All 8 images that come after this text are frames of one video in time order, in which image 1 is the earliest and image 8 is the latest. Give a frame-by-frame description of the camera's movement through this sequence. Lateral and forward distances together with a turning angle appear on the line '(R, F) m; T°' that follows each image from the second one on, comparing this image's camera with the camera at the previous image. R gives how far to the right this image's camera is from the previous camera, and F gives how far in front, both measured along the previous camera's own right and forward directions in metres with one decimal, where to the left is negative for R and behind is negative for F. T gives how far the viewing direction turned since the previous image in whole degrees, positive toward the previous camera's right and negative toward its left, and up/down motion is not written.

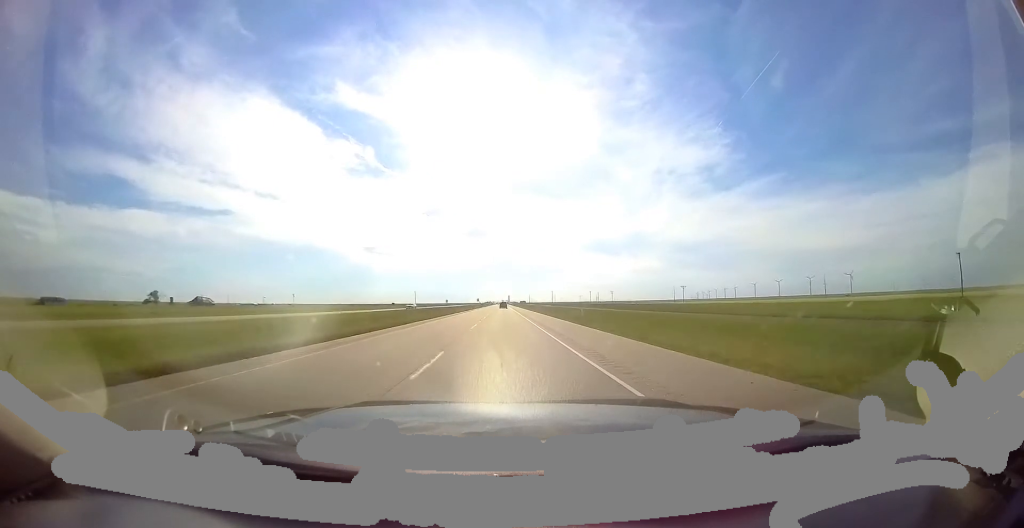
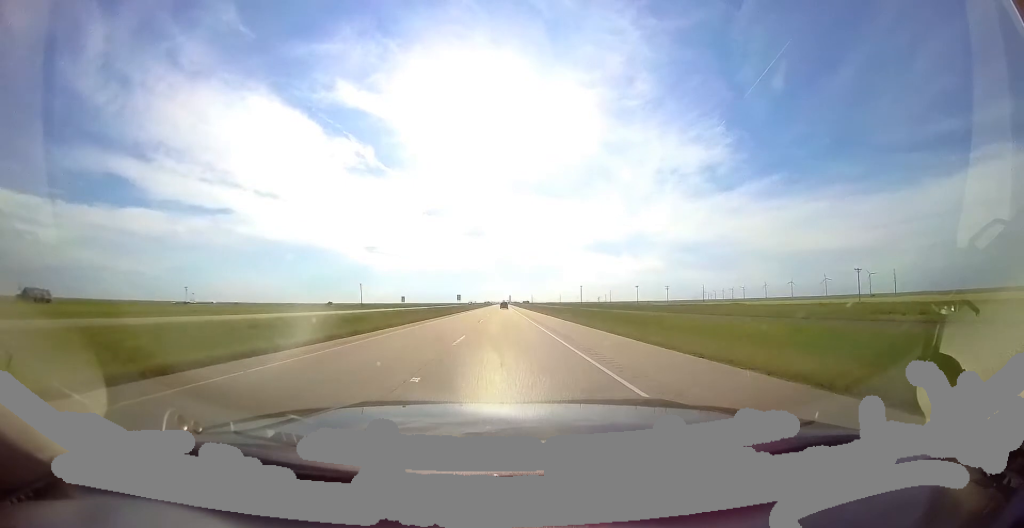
(-0.8, +93.0) m; -1°
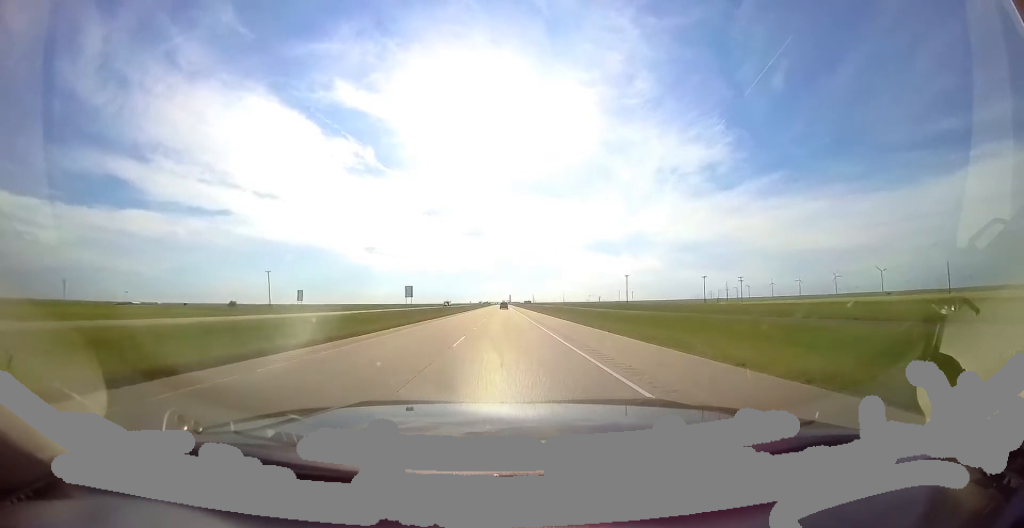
(0.0, +61.3) m; 0°
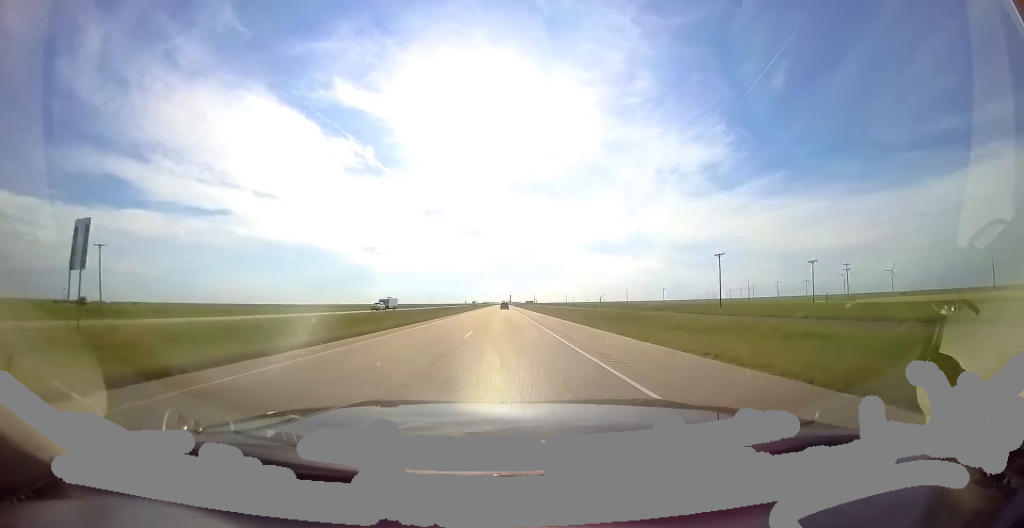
(0.0, +46.6) m; 0°
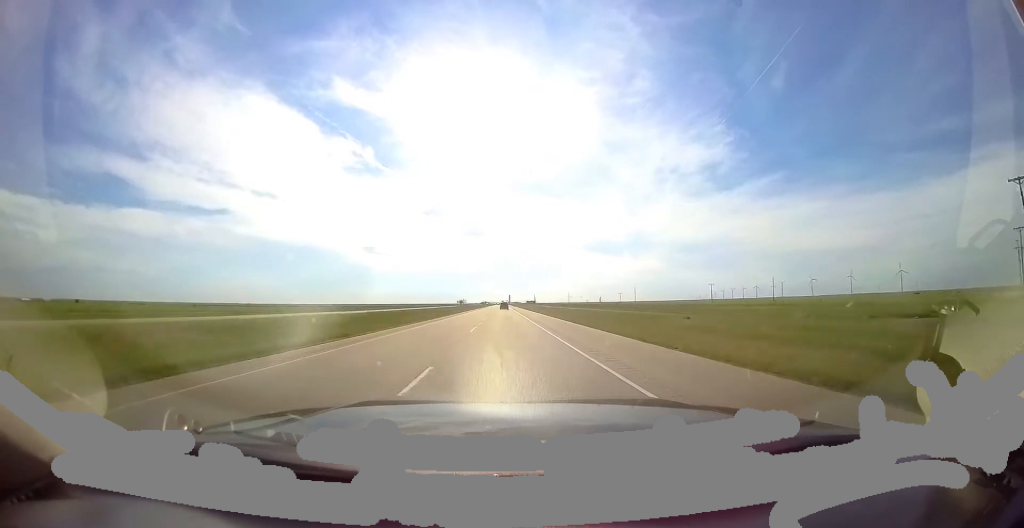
(+0.1, +46.6) m; -1°
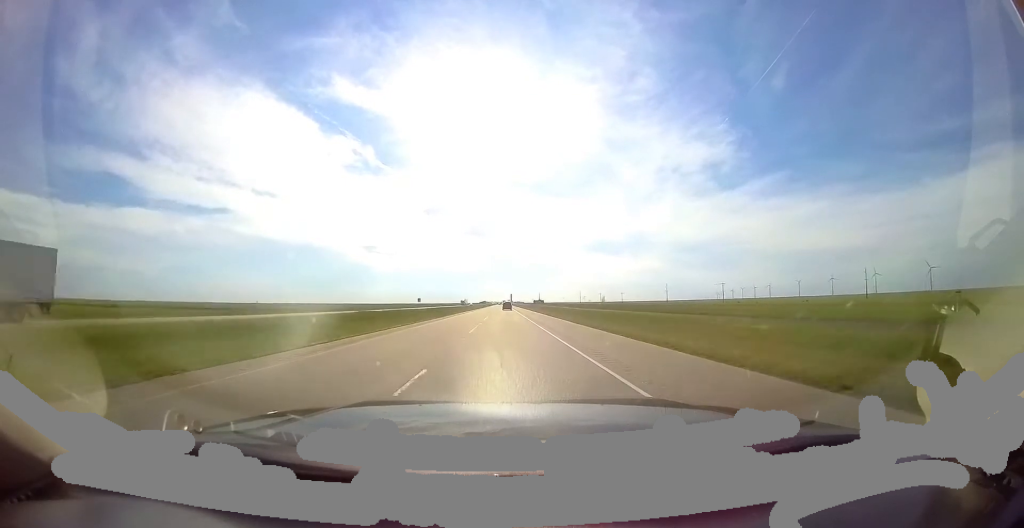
(-0.7, +123.1) m; 0°
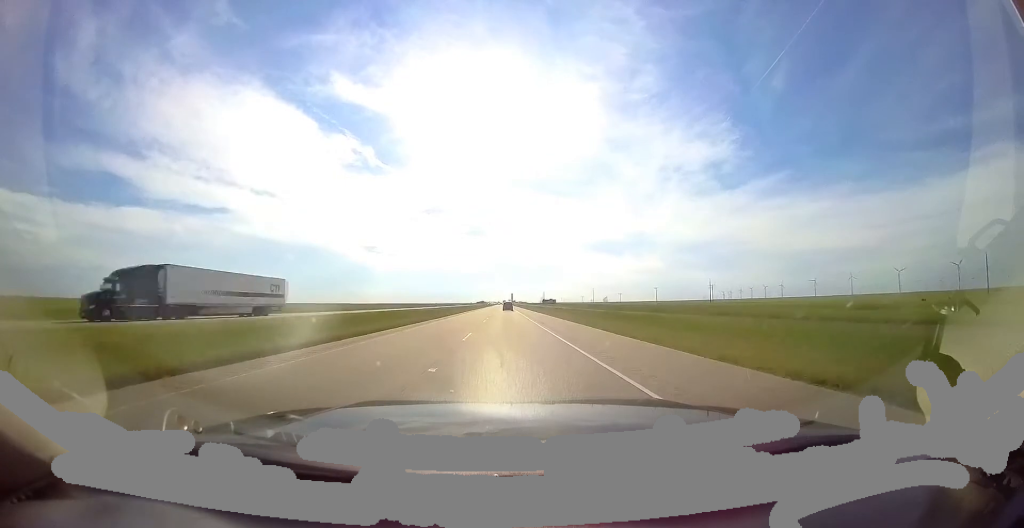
(+1.4, +113.8) m; 0°
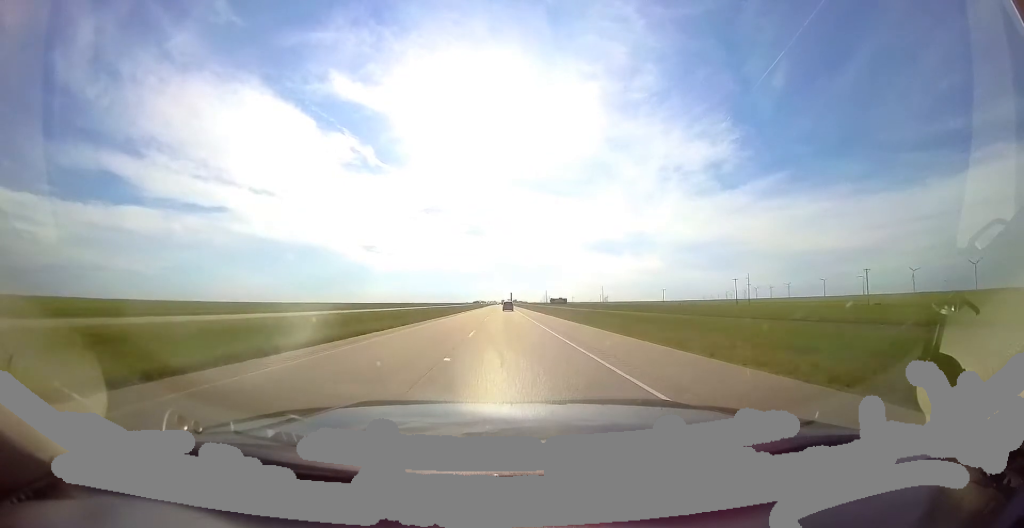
(-0.8, +71.7) m; 0°
